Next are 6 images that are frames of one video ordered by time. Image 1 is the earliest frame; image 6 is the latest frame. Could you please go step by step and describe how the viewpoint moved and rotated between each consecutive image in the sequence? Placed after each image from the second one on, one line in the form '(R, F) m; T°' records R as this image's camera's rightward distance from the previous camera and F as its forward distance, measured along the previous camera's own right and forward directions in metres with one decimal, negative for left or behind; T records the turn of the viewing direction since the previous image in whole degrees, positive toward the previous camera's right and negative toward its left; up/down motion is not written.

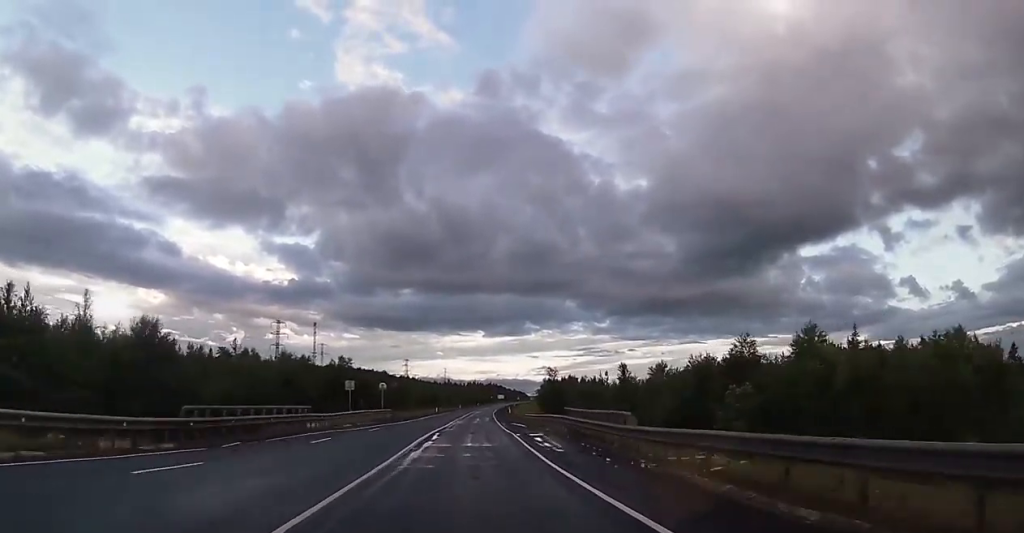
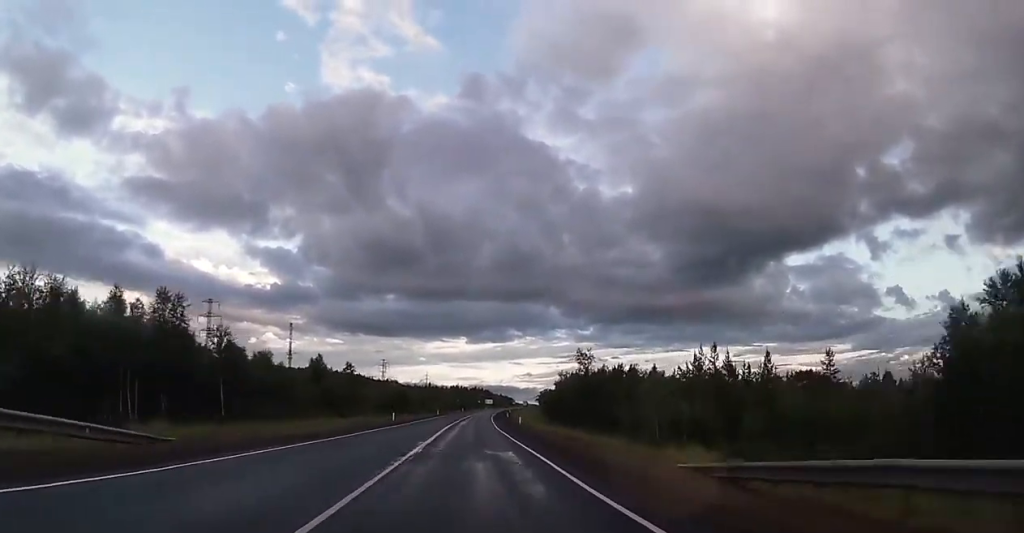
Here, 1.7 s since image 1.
(+0.3, +52.7) m; +1°
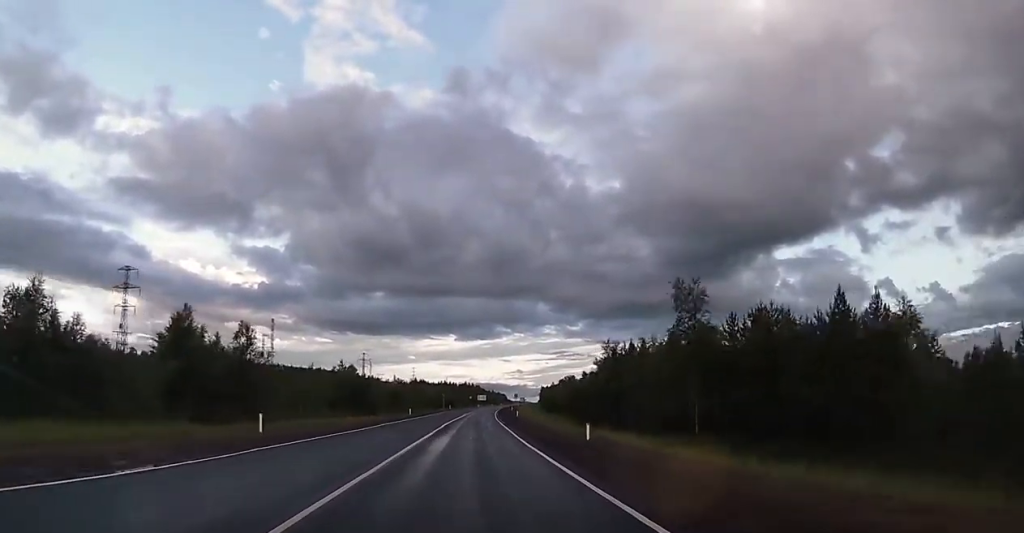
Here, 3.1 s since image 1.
(+0.5, +44.2) m; +1°
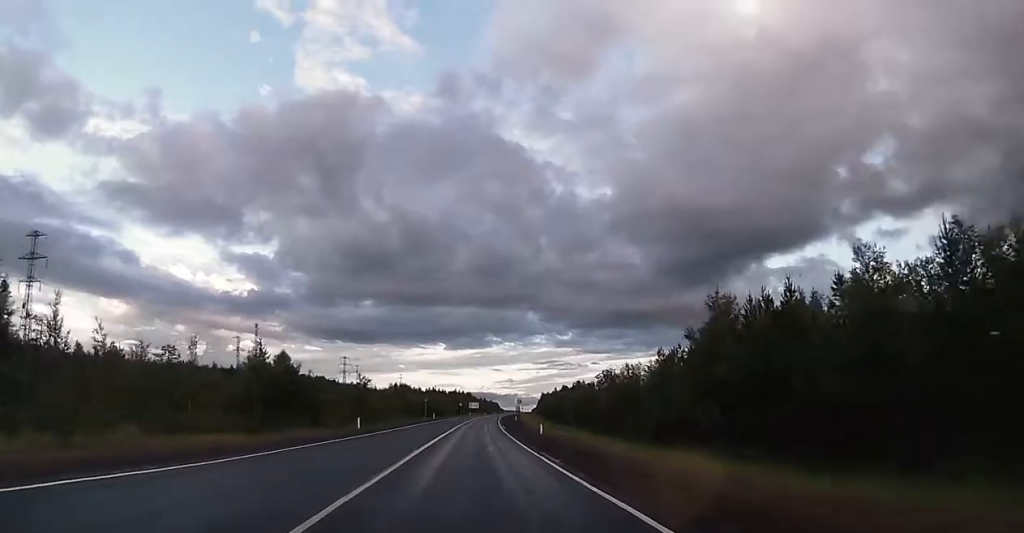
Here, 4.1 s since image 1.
(+0.3, +32.5) m; +1°
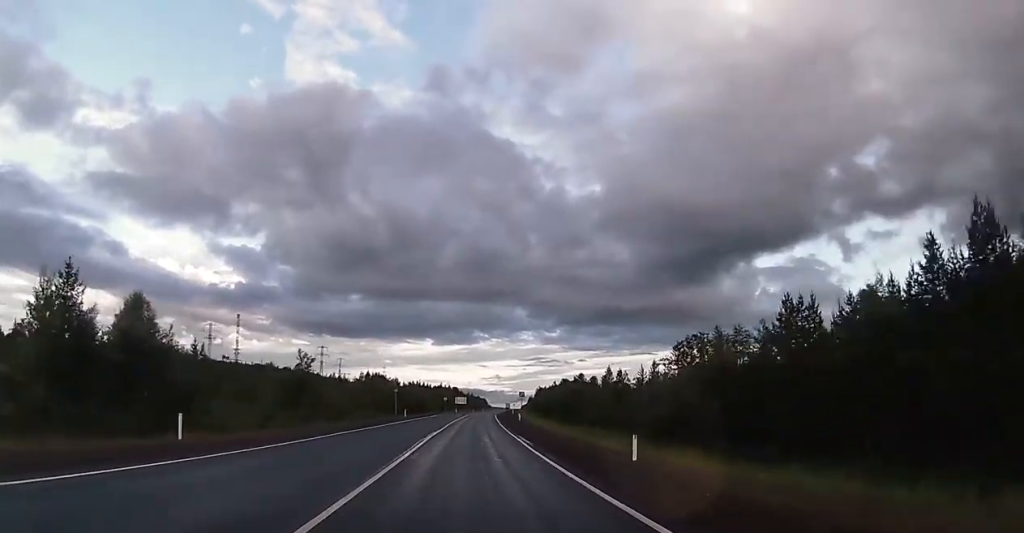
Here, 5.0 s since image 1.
(+0.3, +29.3) m; +1°
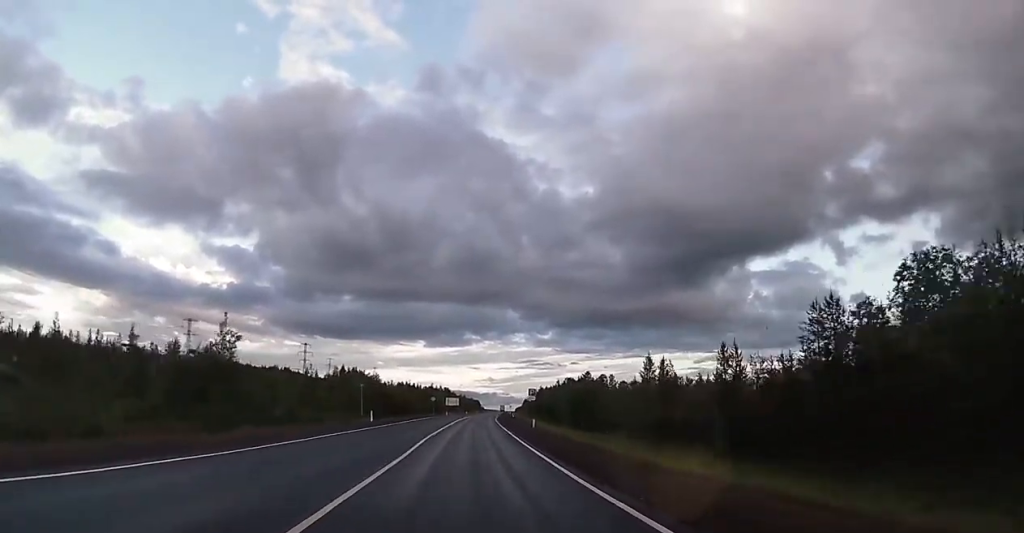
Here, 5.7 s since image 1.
(+0.1, +21.8) m; 0°
